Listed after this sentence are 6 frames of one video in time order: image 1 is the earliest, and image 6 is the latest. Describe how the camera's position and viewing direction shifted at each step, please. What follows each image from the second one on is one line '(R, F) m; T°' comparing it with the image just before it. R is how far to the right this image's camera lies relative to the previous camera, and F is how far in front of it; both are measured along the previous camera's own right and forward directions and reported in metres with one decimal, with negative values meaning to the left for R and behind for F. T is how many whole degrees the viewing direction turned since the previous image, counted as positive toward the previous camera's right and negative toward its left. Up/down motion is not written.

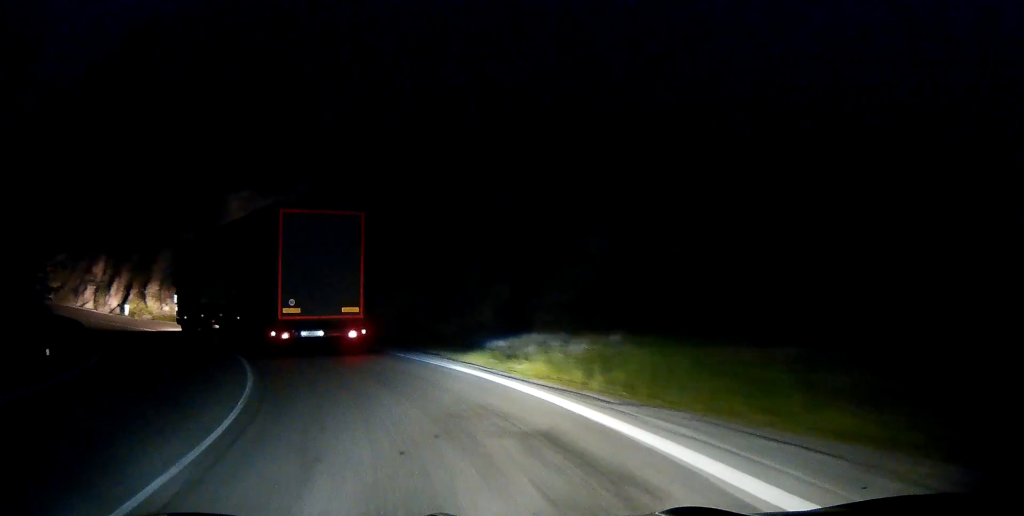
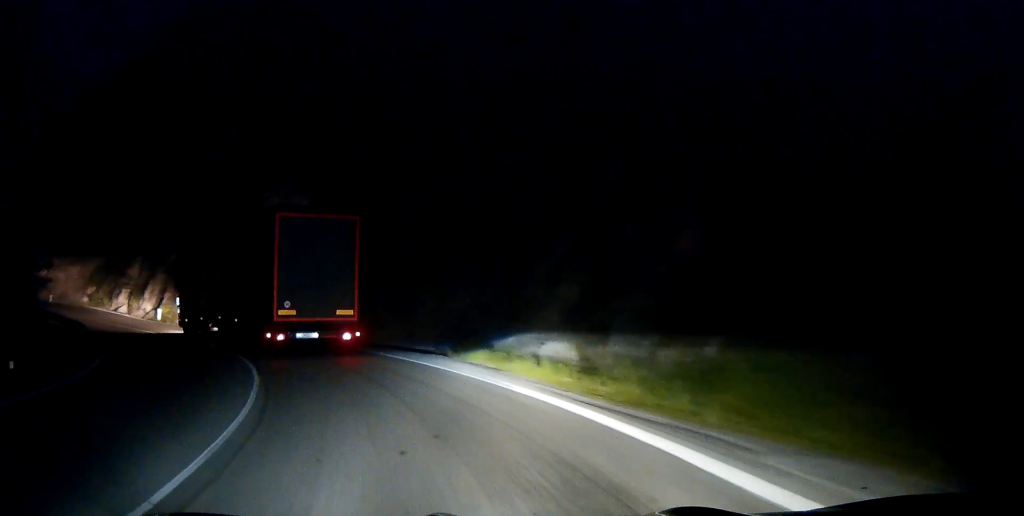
(0.0, +3.8) m; -5°
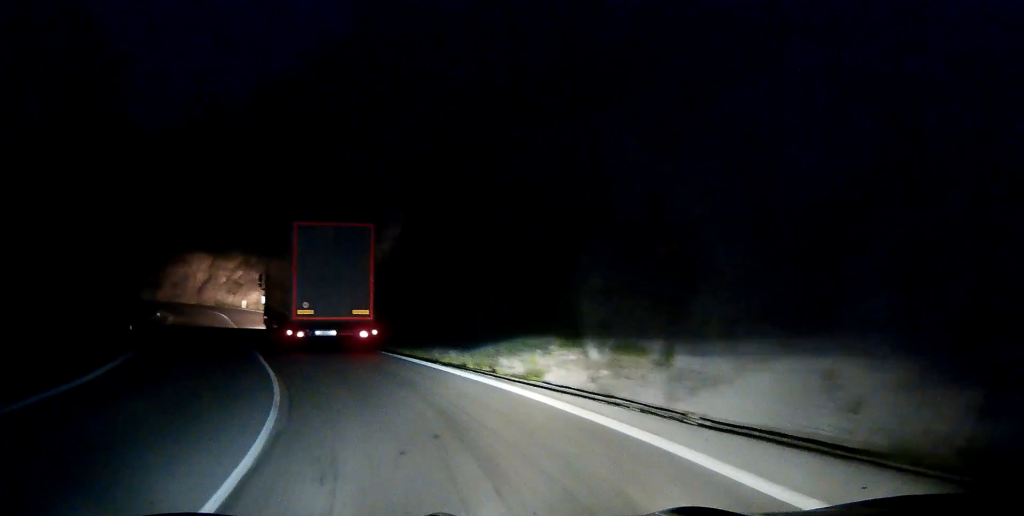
(-3.2, +18.2) m; -17°
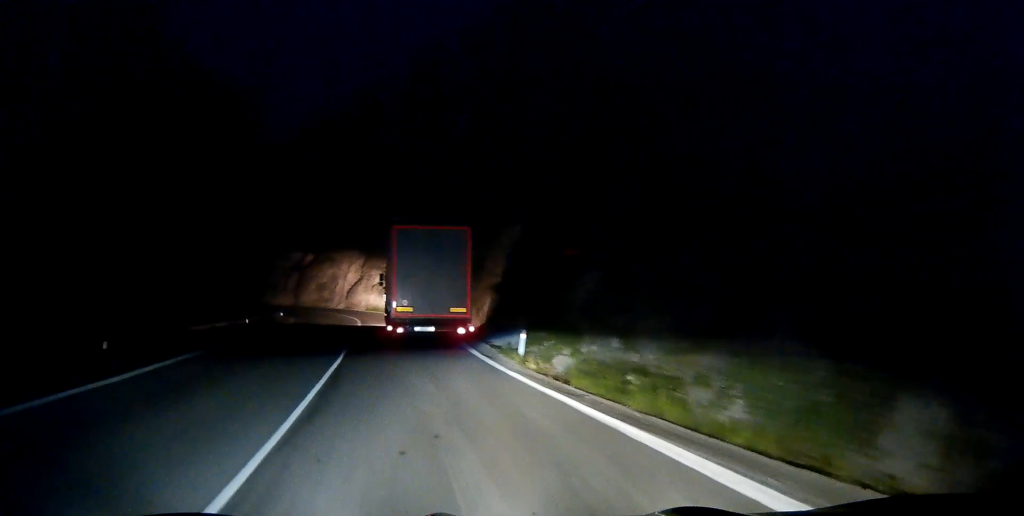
(-1.3, +12.9) m; -15°
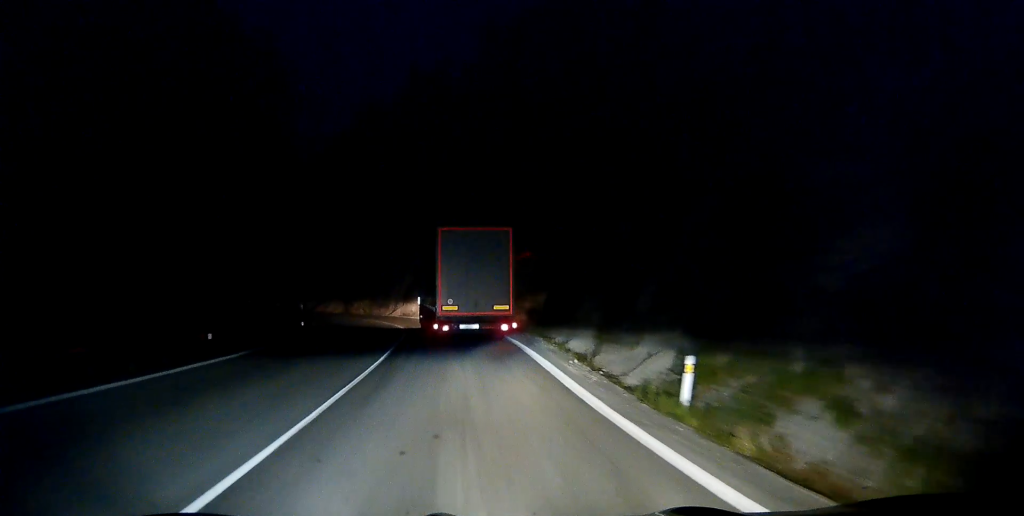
(-2.0, +11.6) m; -14°
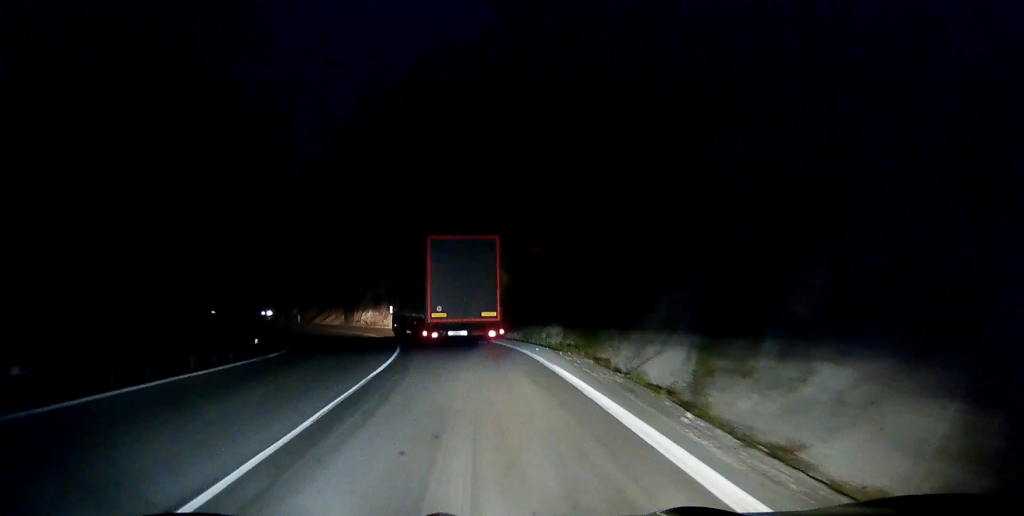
(0.0, +9.7) m; +1°
